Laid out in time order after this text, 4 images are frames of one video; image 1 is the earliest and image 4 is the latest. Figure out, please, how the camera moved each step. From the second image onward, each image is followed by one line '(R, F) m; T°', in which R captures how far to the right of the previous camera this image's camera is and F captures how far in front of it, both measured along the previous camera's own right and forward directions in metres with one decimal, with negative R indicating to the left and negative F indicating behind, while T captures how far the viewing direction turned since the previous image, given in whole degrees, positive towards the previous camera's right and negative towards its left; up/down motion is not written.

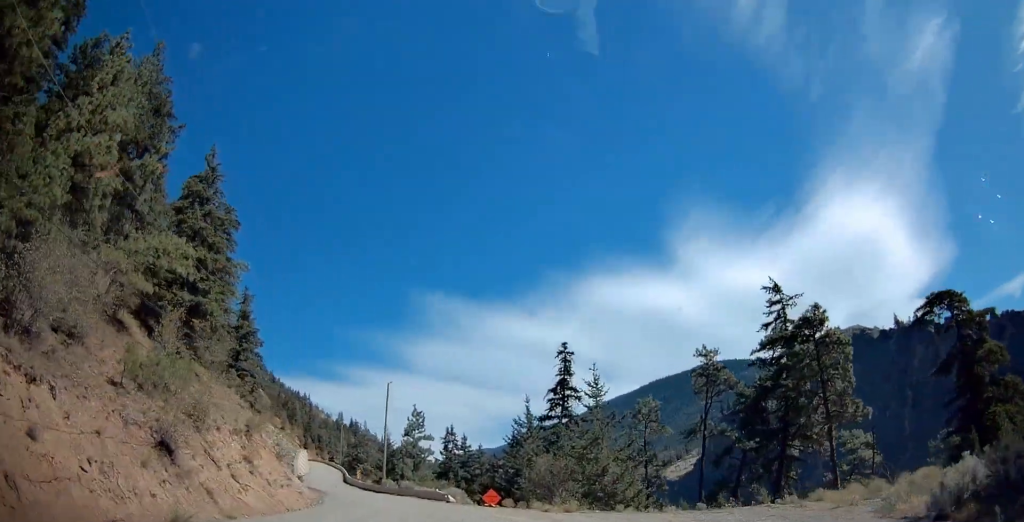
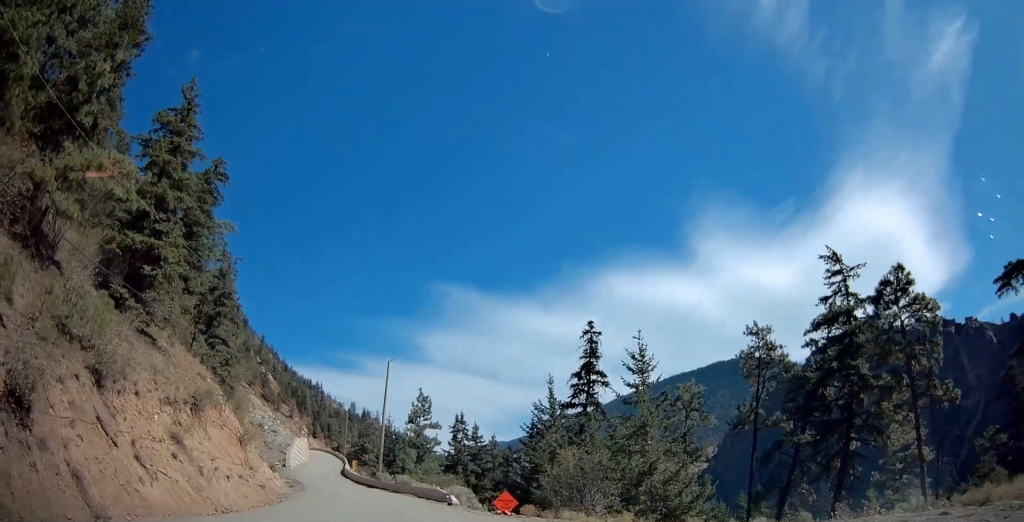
(+0.5, +8.6) m; +1°
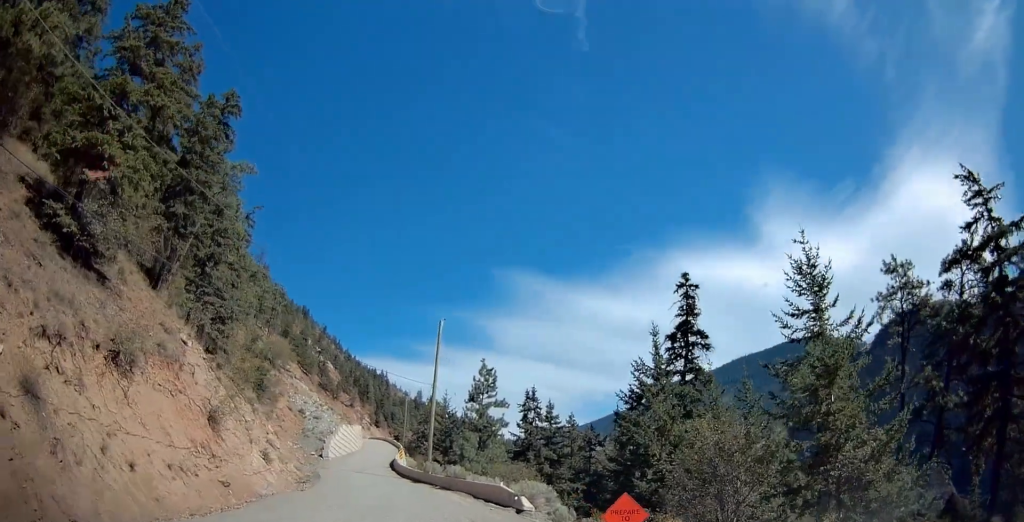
(-1.6, +10.8) m; -16°
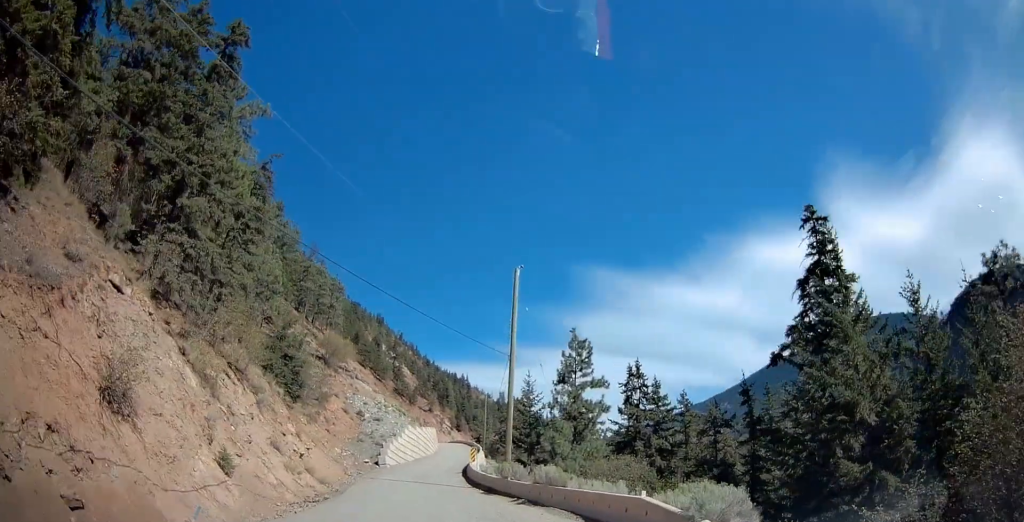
(-0.5, +10.7) m; -4°
